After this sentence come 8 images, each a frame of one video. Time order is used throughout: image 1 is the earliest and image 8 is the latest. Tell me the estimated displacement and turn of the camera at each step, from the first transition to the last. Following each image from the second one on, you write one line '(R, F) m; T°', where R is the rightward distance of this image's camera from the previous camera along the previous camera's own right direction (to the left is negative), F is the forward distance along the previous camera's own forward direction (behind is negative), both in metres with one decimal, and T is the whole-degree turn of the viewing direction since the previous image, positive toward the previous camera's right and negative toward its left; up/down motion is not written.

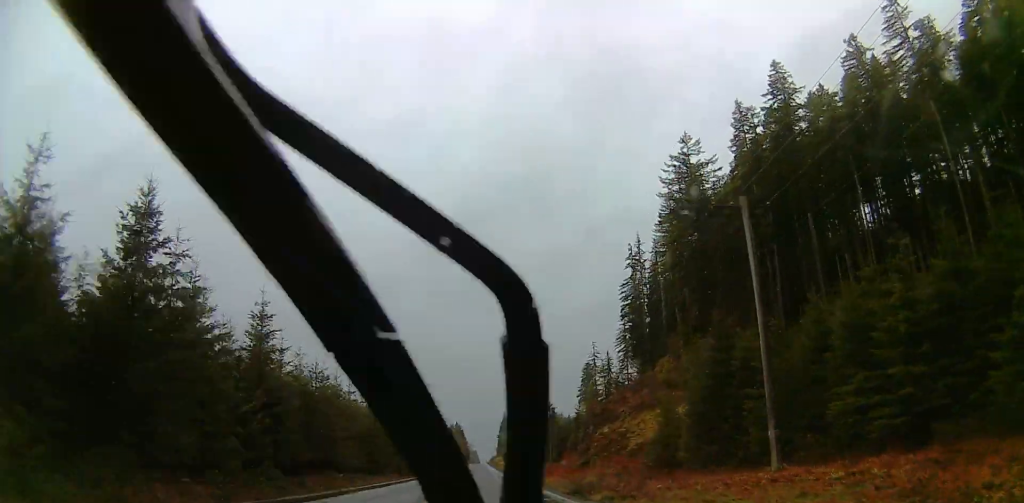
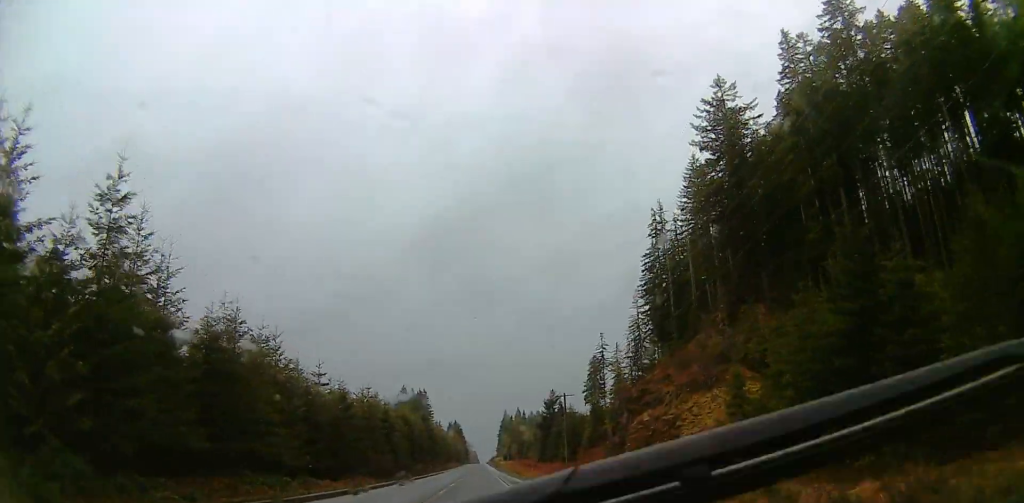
(-0.4, +23.4) m; 0°
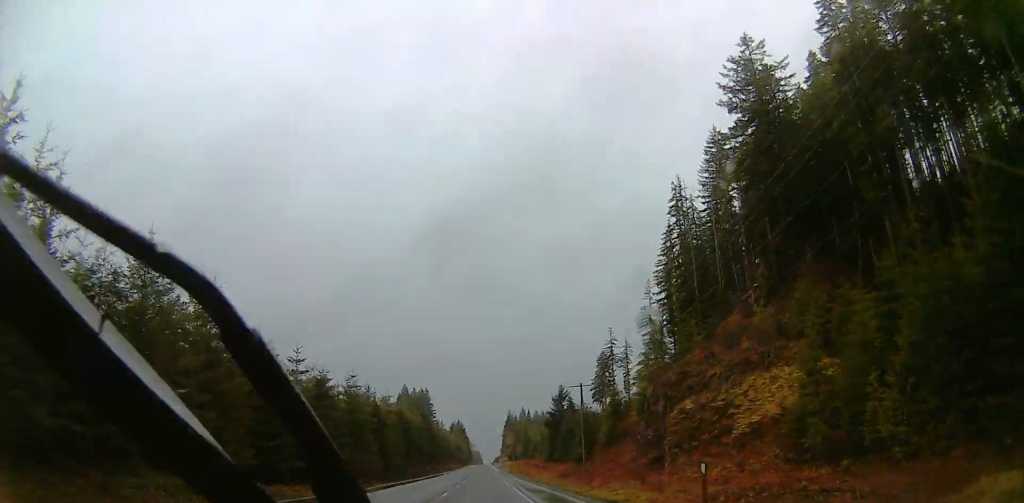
(+0.2, +13.5) m; +1°
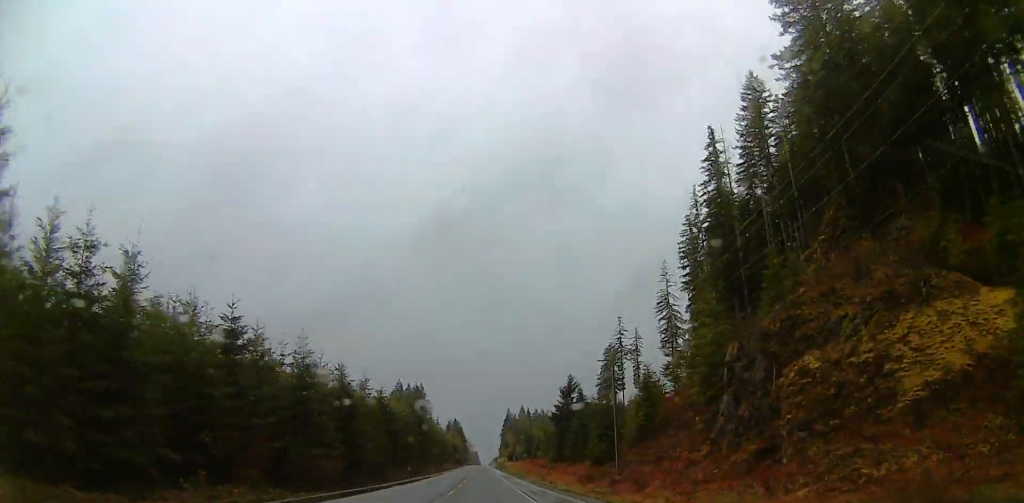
(+0.1, +21.0) m; -1°
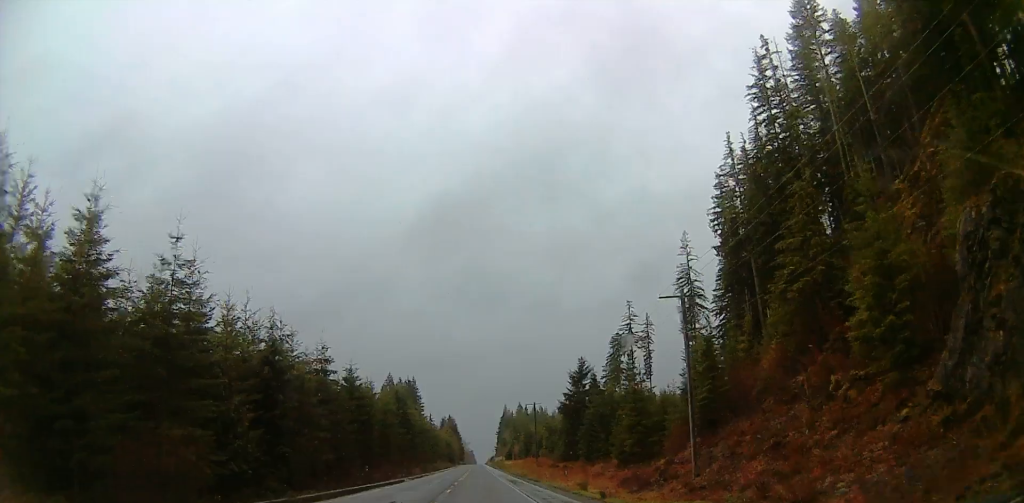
(-0.3, +24.1) m; 0°
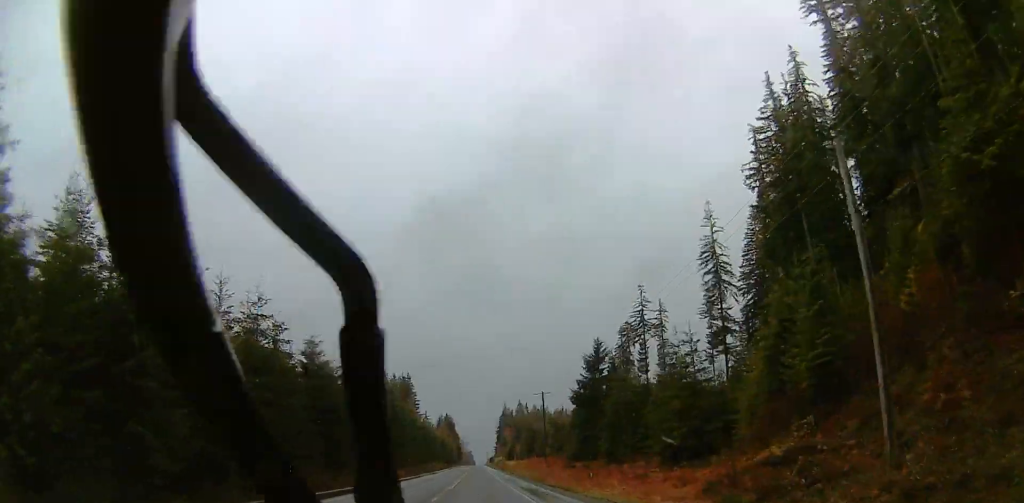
(+0.1, +20.6) m; +1°
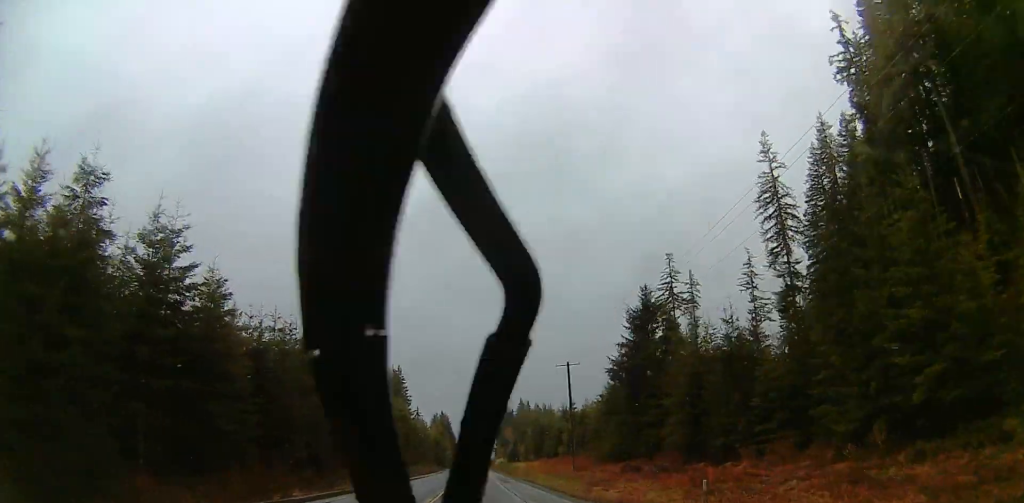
(-0.1, +35.5) m; -2°
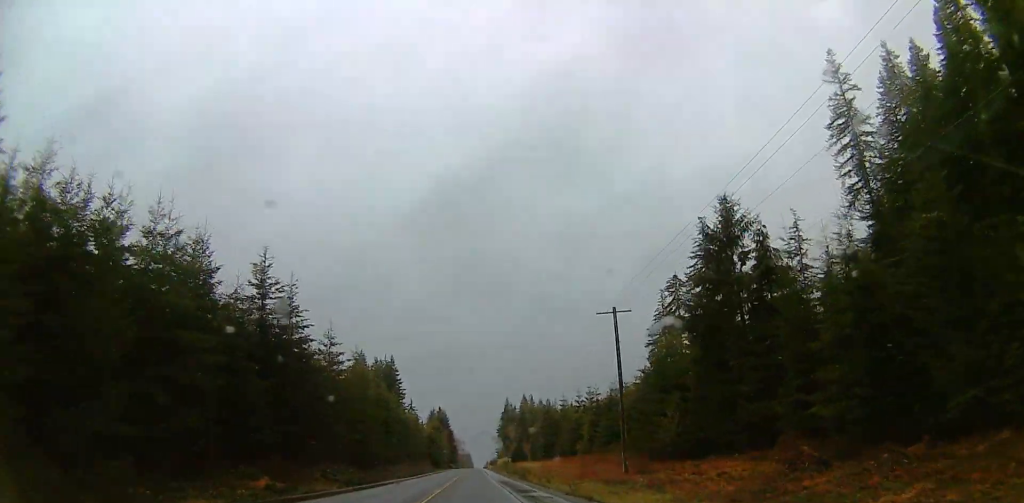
(-0.5, +28.7) m; +2°
